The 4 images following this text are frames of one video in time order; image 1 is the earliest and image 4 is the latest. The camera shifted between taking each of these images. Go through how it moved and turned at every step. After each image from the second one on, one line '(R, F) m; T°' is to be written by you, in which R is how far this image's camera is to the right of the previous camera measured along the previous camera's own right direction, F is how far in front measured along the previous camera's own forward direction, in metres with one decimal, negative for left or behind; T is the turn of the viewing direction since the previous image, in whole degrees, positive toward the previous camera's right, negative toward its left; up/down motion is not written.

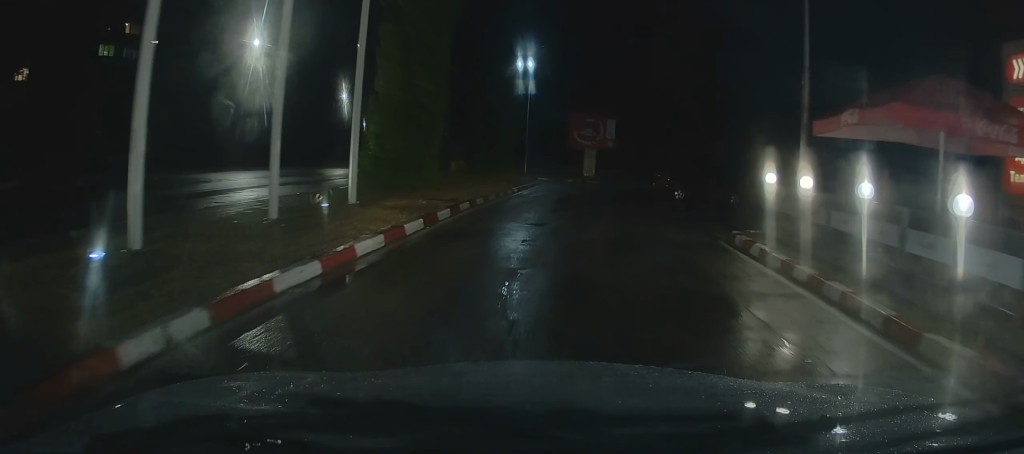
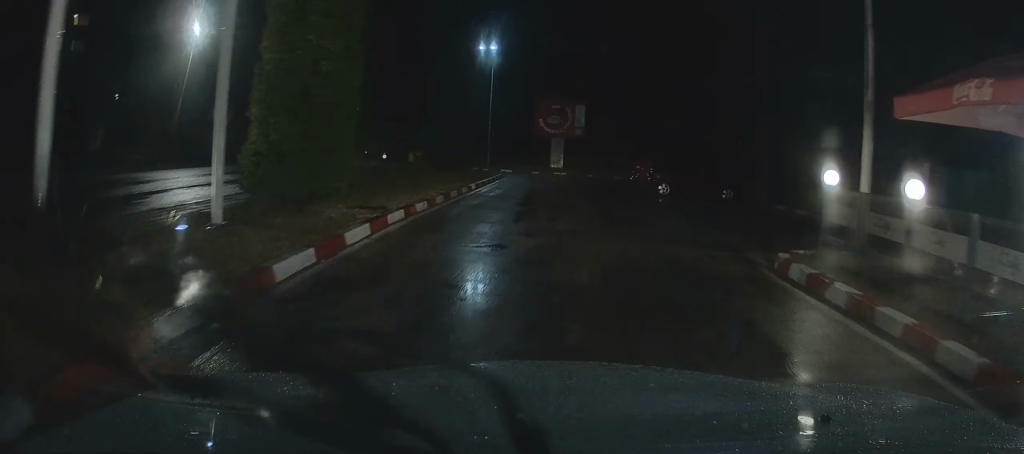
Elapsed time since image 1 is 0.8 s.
(+0.1, +3.7) m; -2°
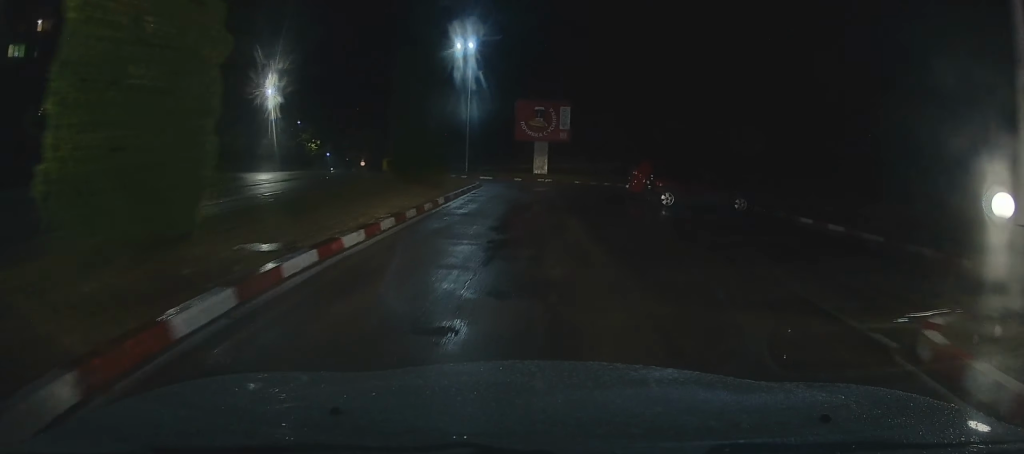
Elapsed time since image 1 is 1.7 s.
(-0.2, +3.6) m; 0°
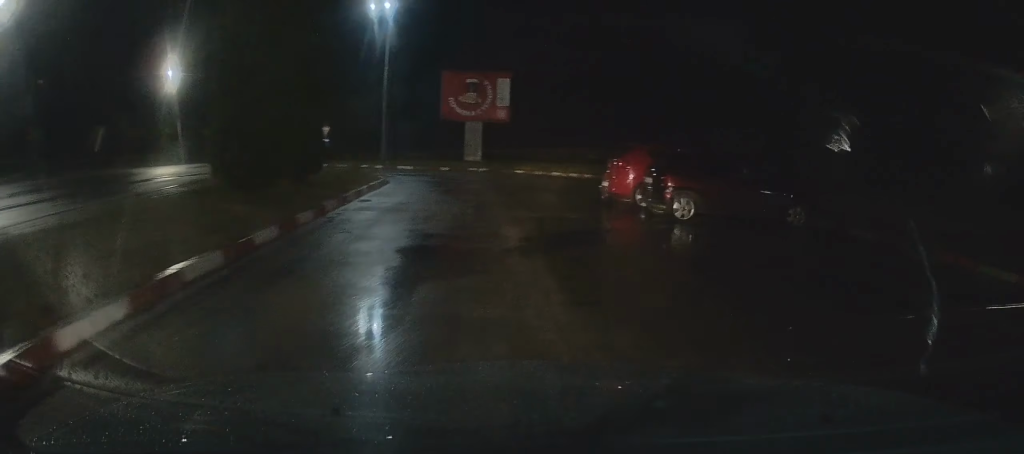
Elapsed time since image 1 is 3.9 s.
(+0.5, +8.3) m; +6°
